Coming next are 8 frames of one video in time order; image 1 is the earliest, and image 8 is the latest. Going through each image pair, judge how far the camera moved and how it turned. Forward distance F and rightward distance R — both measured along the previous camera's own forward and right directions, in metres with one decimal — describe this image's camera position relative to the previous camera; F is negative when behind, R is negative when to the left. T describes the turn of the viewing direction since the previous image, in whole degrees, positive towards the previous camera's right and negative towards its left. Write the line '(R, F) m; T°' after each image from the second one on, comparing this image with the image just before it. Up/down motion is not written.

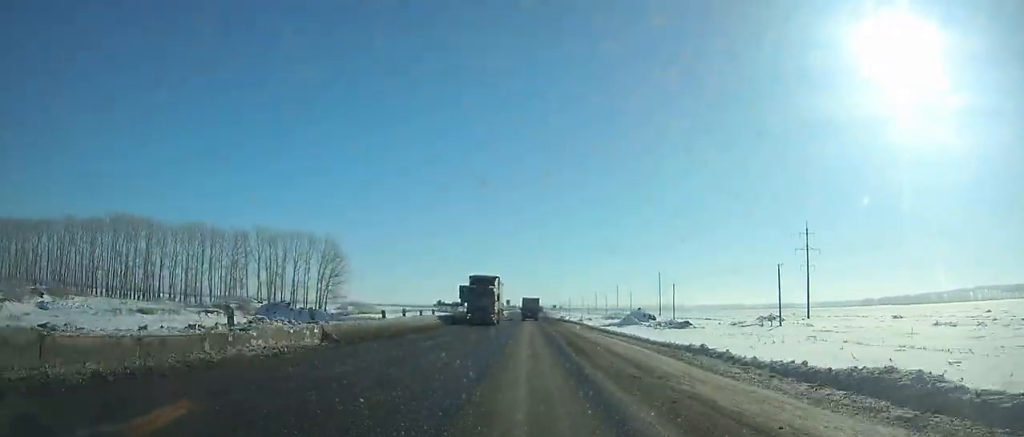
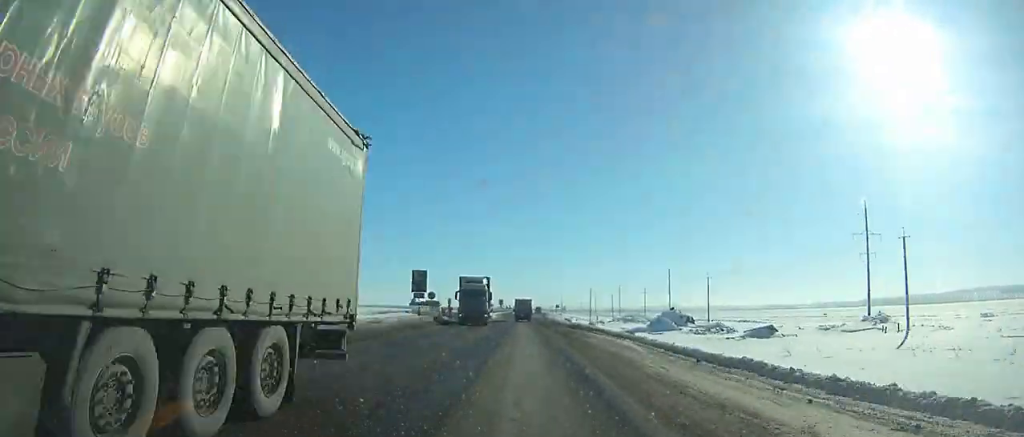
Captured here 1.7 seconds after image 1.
(0.0, +29.4) m; 0°
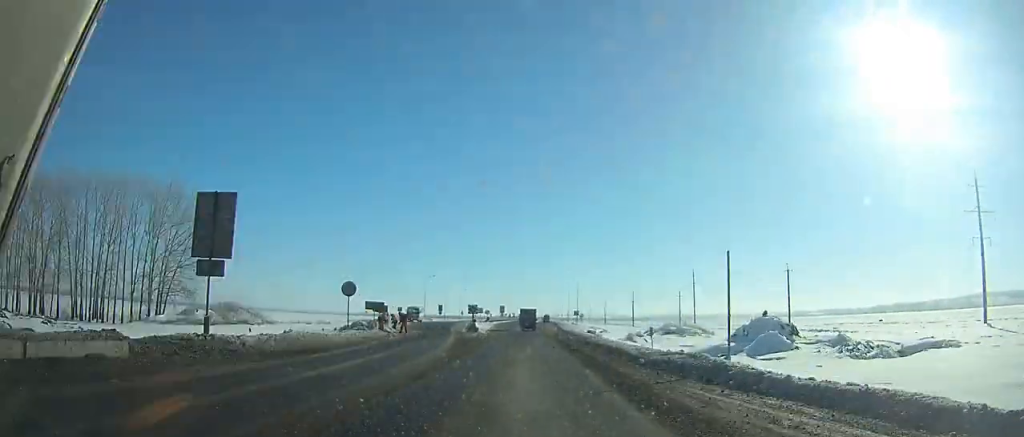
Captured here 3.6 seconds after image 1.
(0.0, +33.2) m; 0°
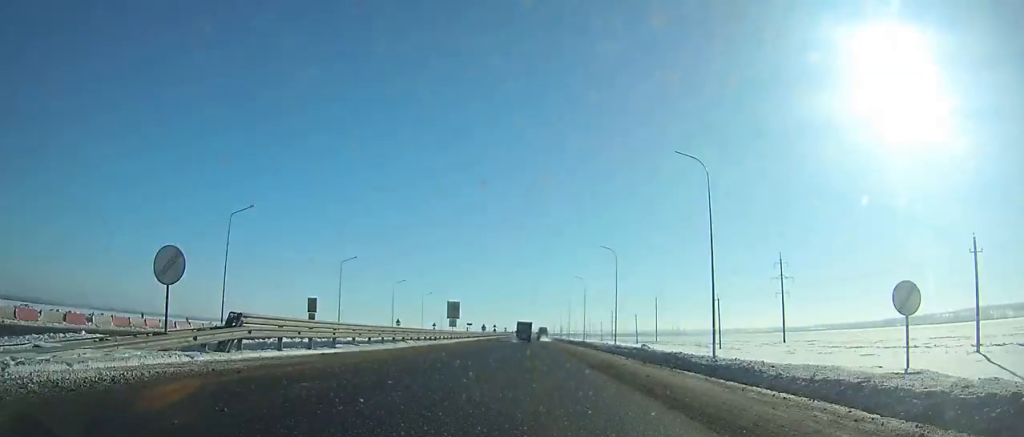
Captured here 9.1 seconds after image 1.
(+0.9, +98.1) m; +1°
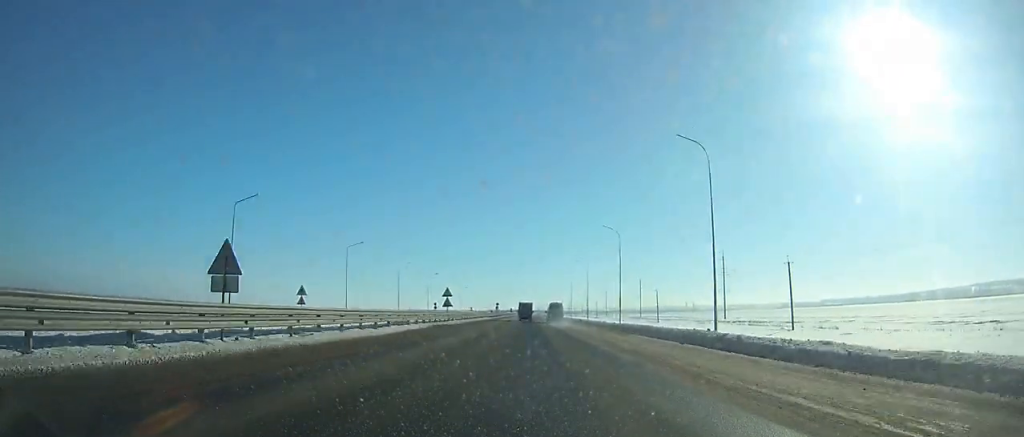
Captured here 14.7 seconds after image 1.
(-0.1, +103.9) m; 0°
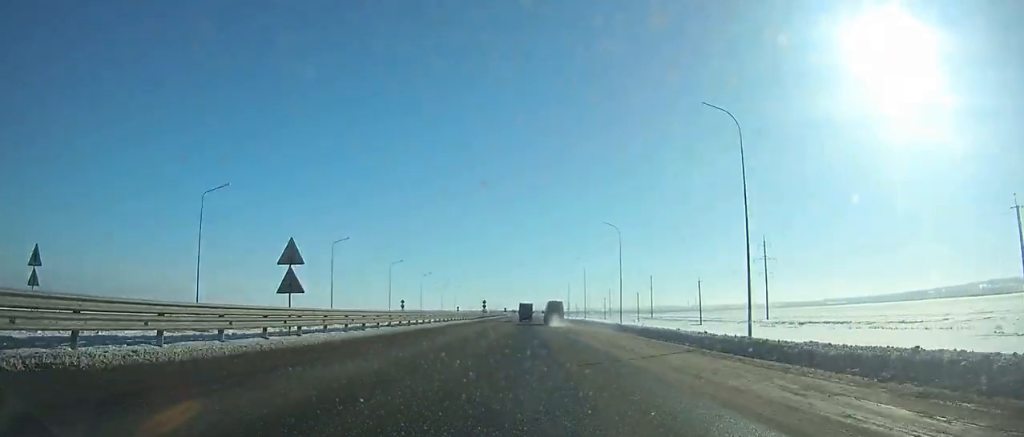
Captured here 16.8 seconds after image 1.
(0.0, +40.2) m; 0°
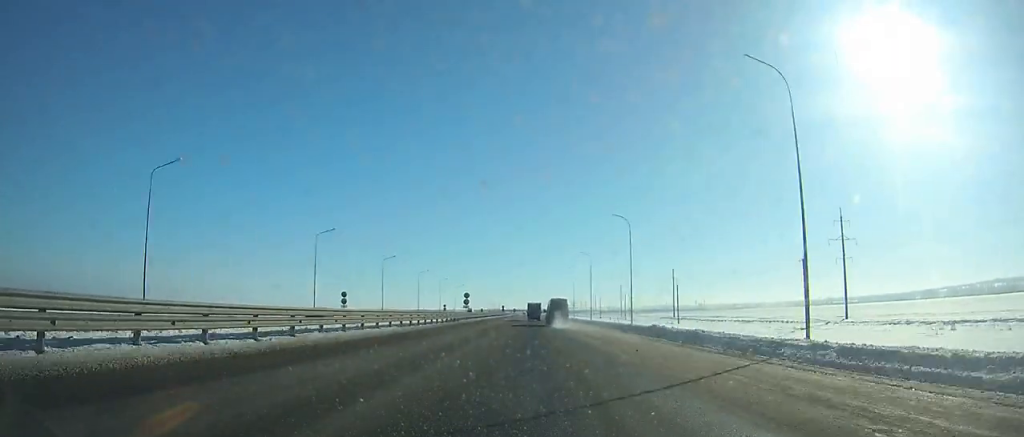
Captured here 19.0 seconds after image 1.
(-0.1, +42.7) m; 0°
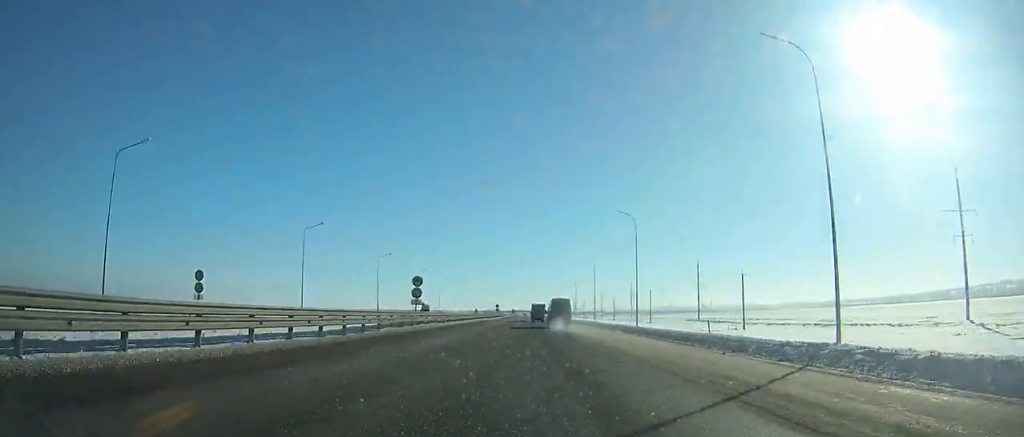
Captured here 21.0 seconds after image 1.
(0.0, +39.4) m; 0°
